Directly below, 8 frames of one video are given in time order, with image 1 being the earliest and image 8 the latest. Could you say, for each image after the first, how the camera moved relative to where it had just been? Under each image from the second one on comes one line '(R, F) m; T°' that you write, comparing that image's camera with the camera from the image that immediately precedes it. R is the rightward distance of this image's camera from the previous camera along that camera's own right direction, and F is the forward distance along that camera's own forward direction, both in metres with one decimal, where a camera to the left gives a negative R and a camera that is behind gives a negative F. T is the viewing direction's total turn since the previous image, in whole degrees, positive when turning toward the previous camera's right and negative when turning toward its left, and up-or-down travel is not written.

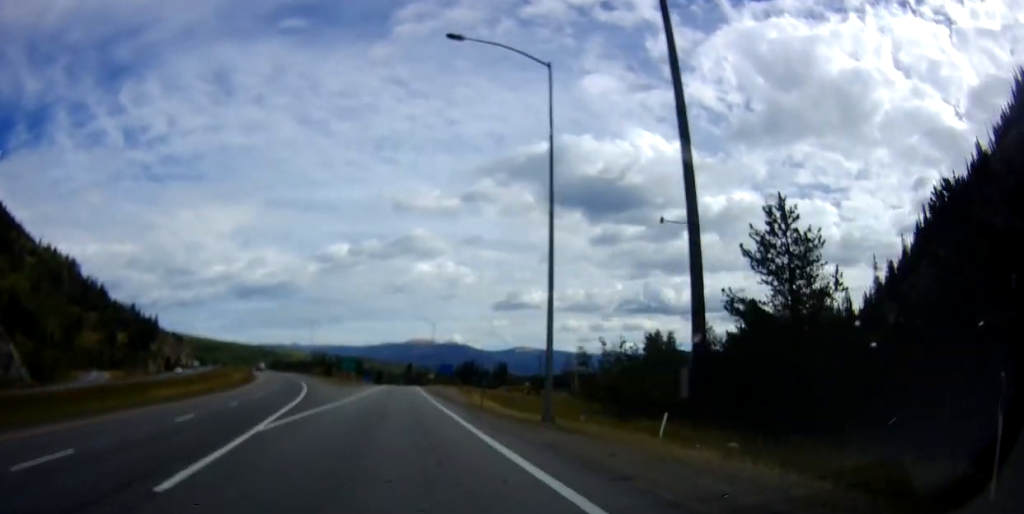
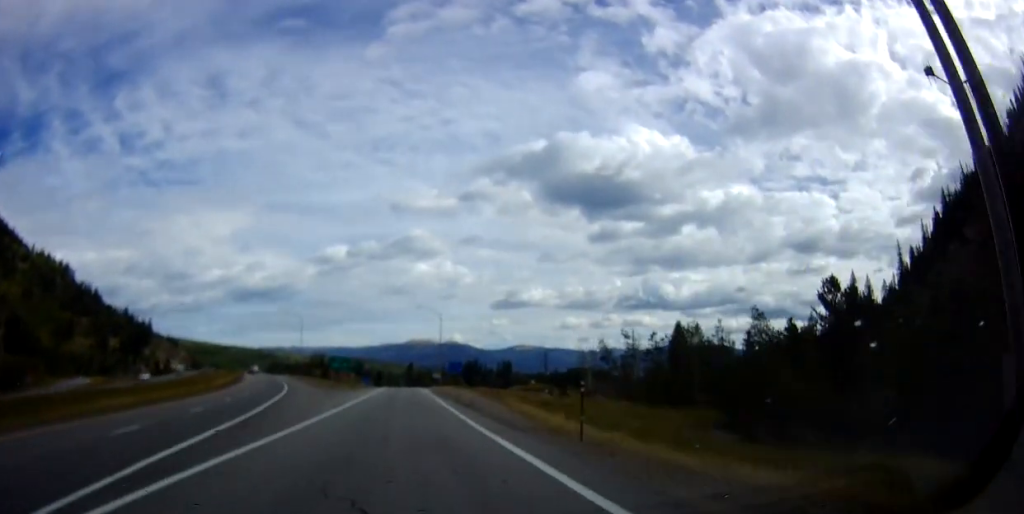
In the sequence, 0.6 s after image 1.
(+0.1, +16.5) m; 0°
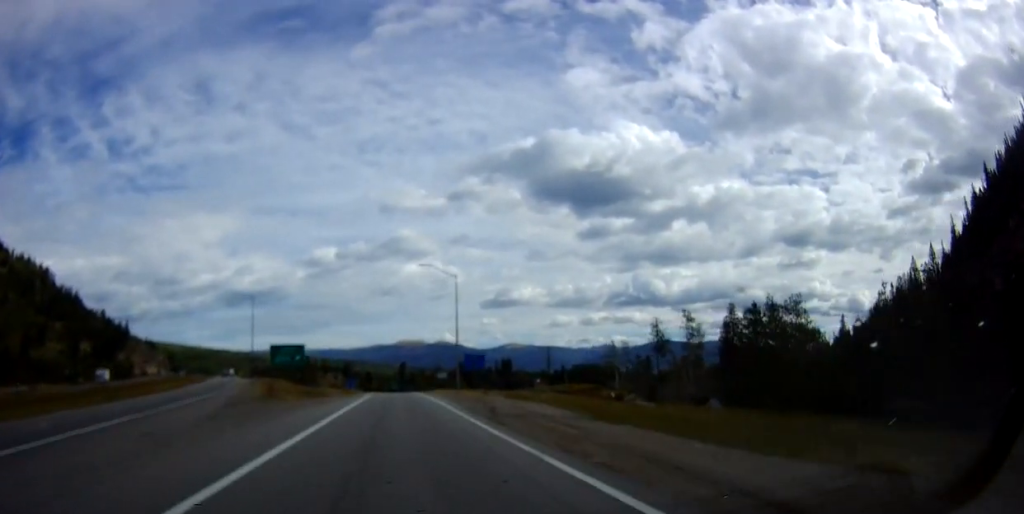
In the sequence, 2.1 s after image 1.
(+0.3, +37.4) m; +1°
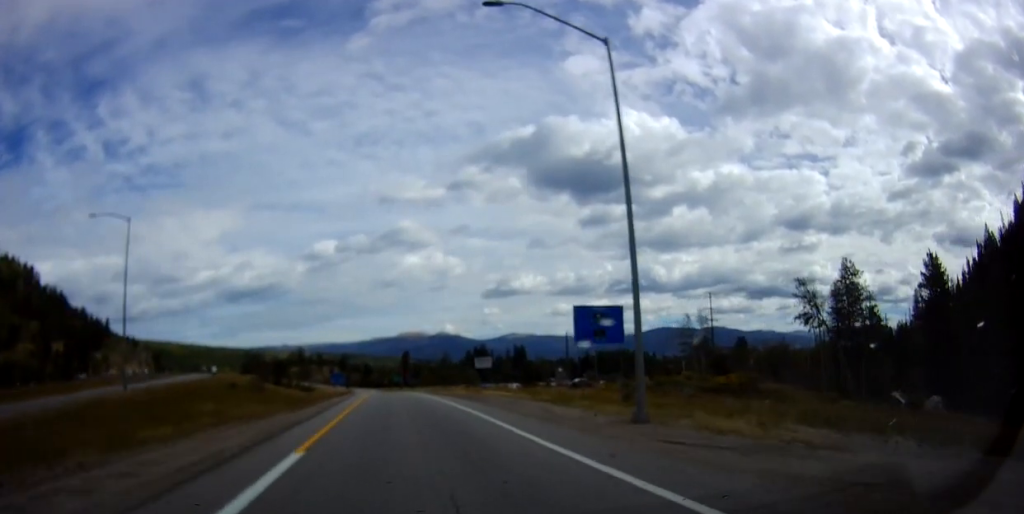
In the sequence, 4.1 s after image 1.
(-0.2, +46.6) m; +1°
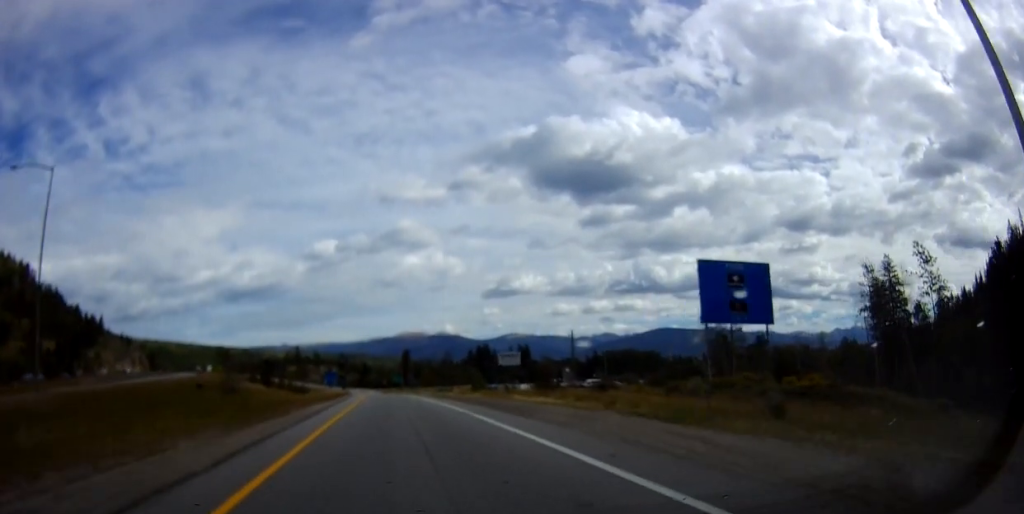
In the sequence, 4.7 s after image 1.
(+0.3, +13.8) m; +1°
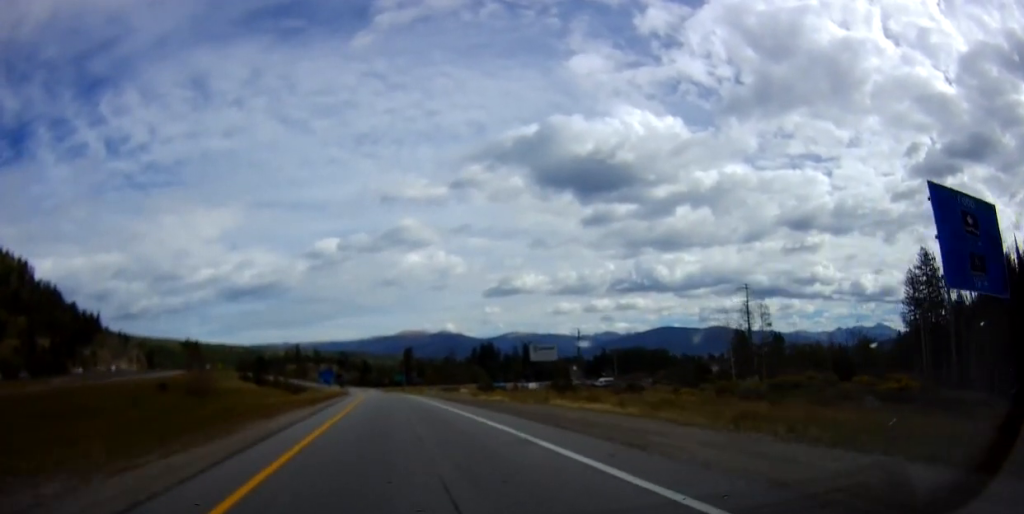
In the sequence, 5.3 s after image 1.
(0.0, +10.2) m; 0°
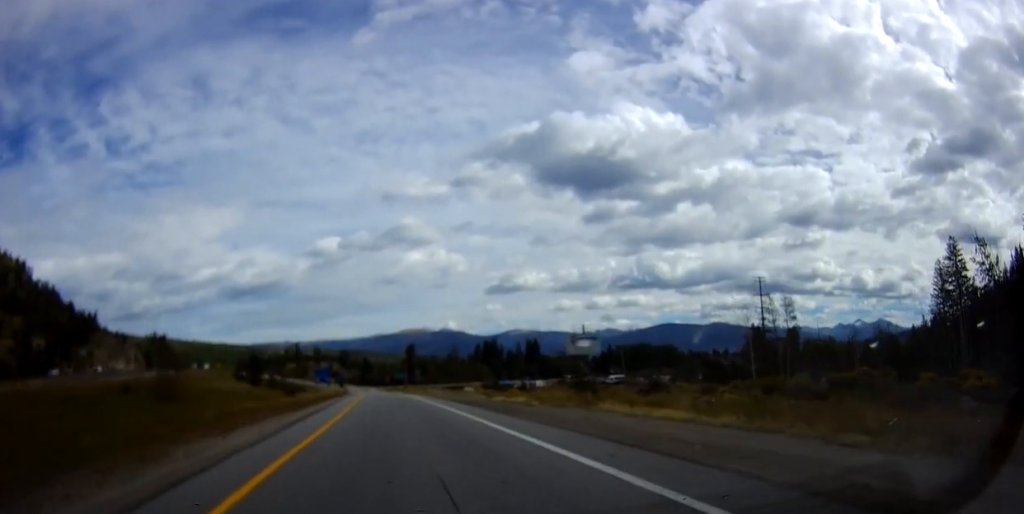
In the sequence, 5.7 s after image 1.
(0.0, +7.8) m; 0°
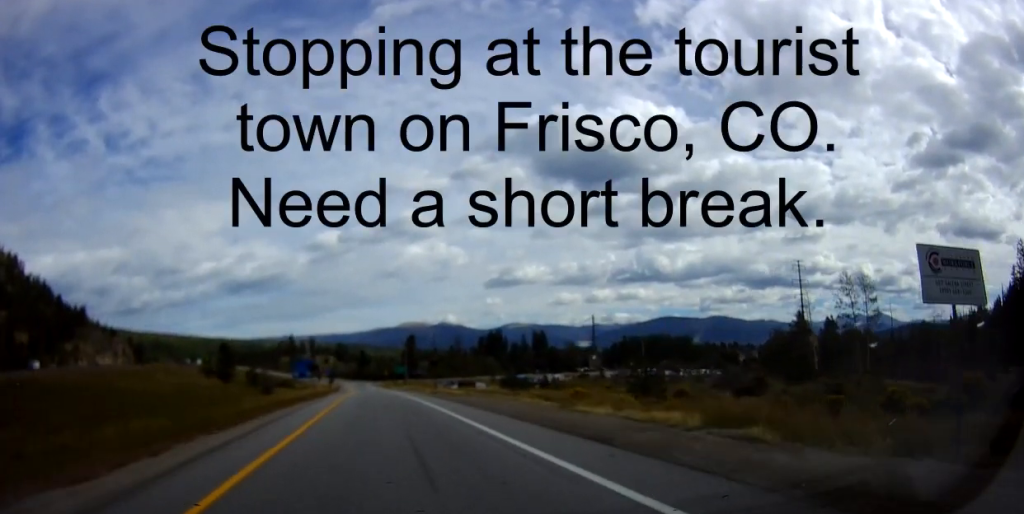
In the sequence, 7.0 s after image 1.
(-0.4, +22.3) m; -1°
